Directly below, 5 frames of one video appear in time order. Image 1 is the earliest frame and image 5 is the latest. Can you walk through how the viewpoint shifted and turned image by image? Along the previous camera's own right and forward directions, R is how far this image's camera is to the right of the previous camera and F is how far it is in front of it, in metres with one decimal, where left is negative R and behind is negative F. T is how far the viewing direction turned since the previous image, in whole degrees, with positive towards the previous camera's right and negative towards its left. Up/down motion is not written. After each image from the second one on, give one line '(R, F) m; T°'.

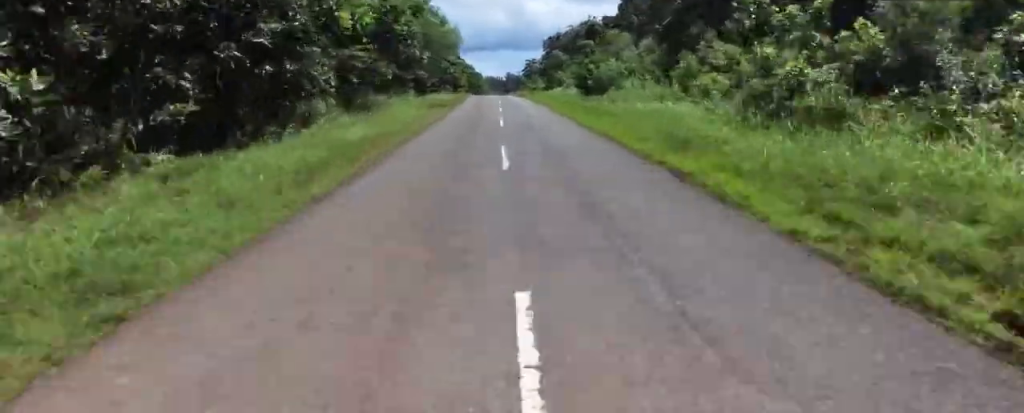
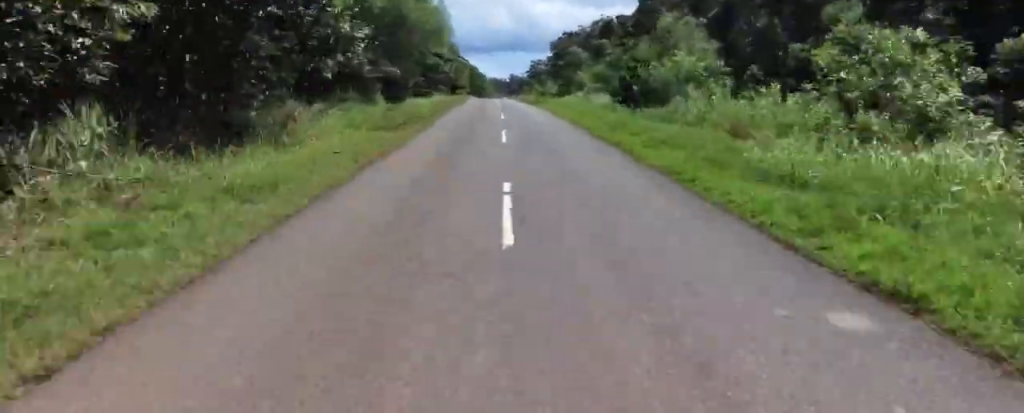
(+0.1, +11.8) m; 0°
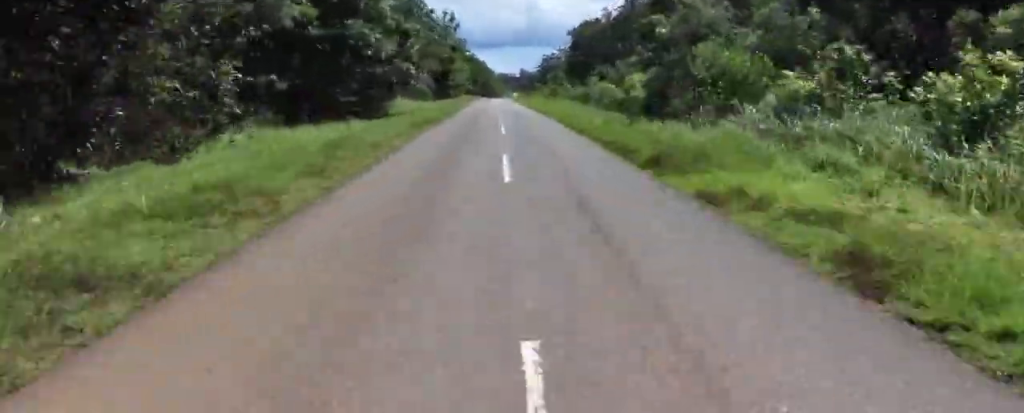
(+0.2, +29.3) m; 0°
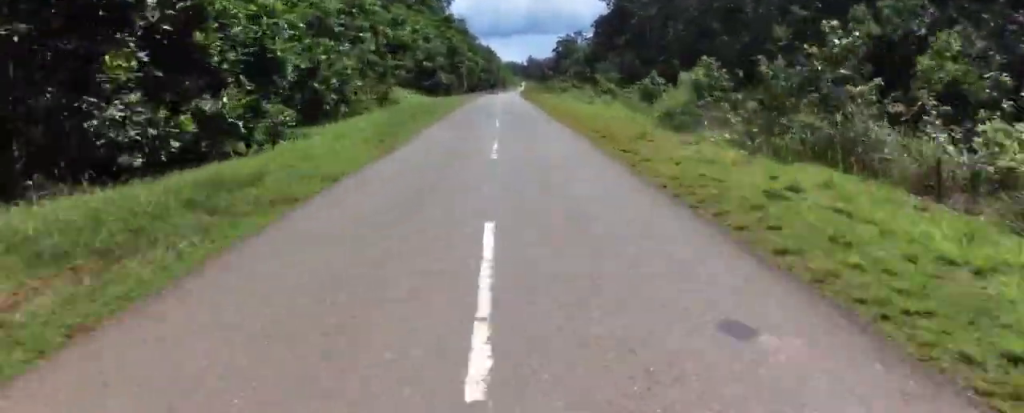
(-0.2, +53.7) m; 0°
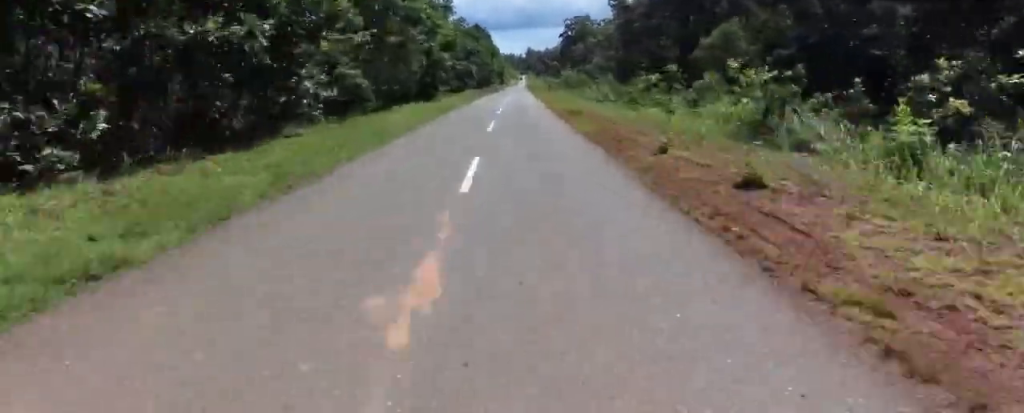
(+0.2, +52.6) m; -1°
